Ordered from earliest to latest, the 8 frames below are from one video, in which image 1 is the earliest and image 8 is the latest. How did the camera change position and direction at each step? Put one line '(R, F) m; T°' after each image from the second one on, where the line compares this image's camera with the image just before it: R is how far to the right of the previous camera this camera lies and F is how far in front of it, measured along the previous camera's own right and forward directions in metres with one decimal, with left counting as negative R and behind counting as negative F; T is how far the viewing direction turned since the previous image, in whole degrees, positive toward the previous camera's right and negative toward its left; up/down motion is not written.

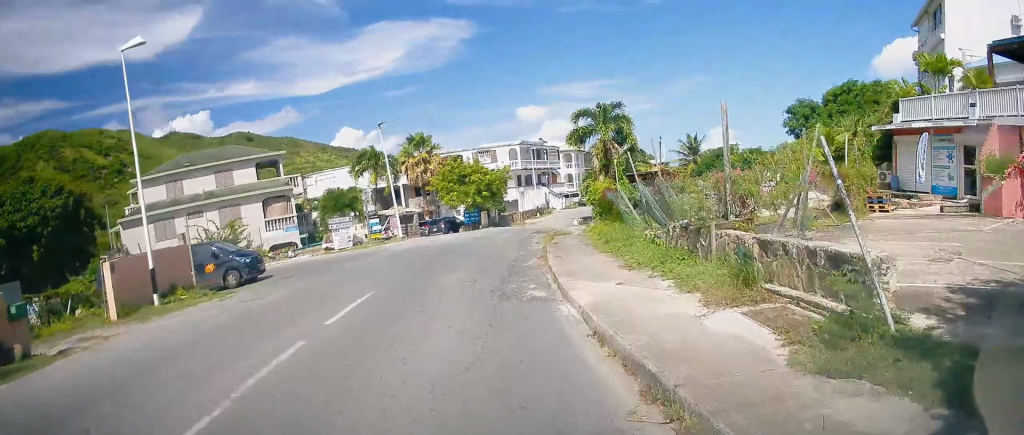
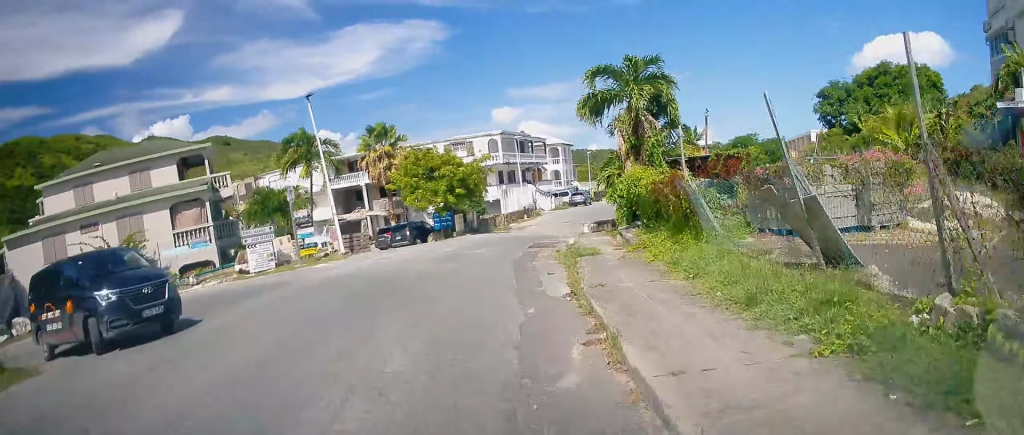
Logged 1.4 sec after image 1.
(+1.2, +9.3) m; +4°
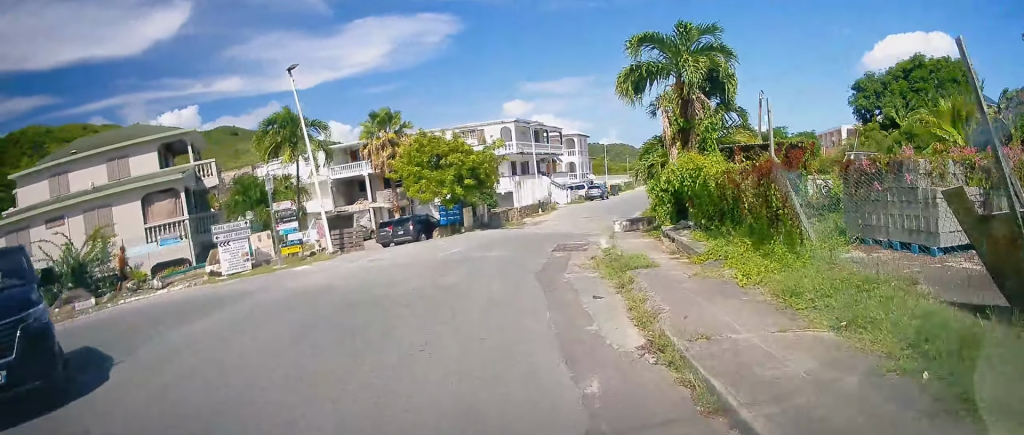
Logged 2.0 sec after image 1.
(0.0, +3.6) m; -3°
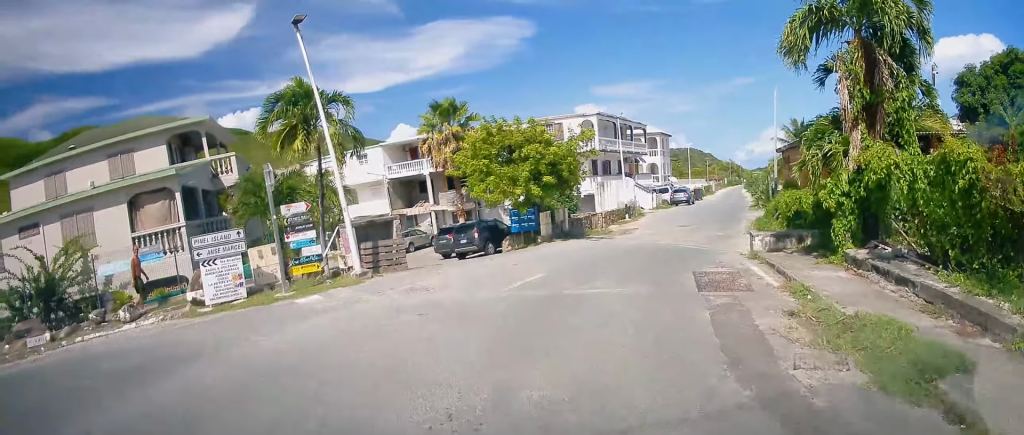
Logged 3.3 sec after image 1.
(-0.3, +6.2) m; -8°
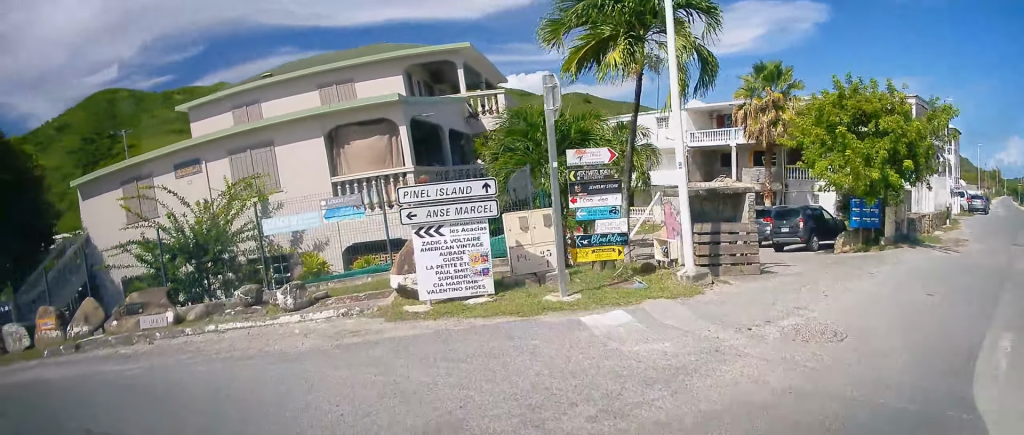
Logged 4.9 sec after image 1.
(-1.4, +5.7) m; -29°
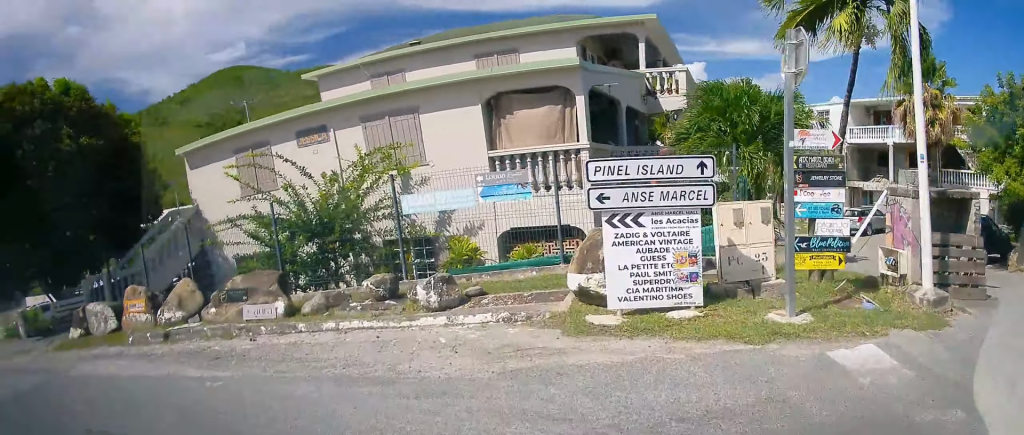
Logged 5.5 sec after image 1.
(0.0, +2.0) m; -11°
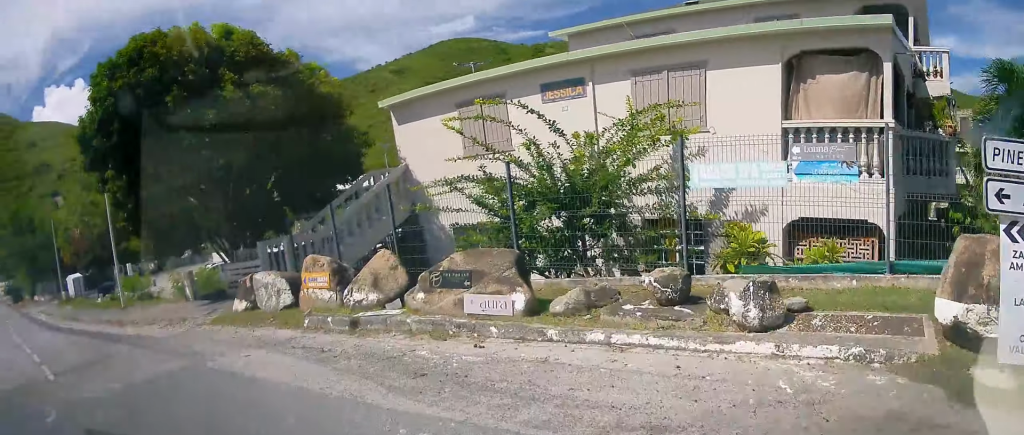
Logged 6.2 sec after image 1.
(-0.2, +2.3) m; -18°
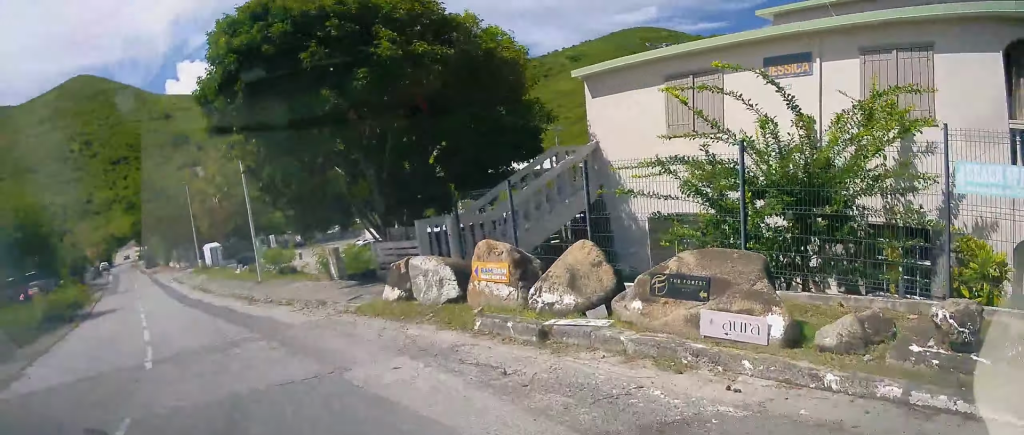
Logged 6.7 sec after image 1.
(-0.1, +1.6) m; -17°
